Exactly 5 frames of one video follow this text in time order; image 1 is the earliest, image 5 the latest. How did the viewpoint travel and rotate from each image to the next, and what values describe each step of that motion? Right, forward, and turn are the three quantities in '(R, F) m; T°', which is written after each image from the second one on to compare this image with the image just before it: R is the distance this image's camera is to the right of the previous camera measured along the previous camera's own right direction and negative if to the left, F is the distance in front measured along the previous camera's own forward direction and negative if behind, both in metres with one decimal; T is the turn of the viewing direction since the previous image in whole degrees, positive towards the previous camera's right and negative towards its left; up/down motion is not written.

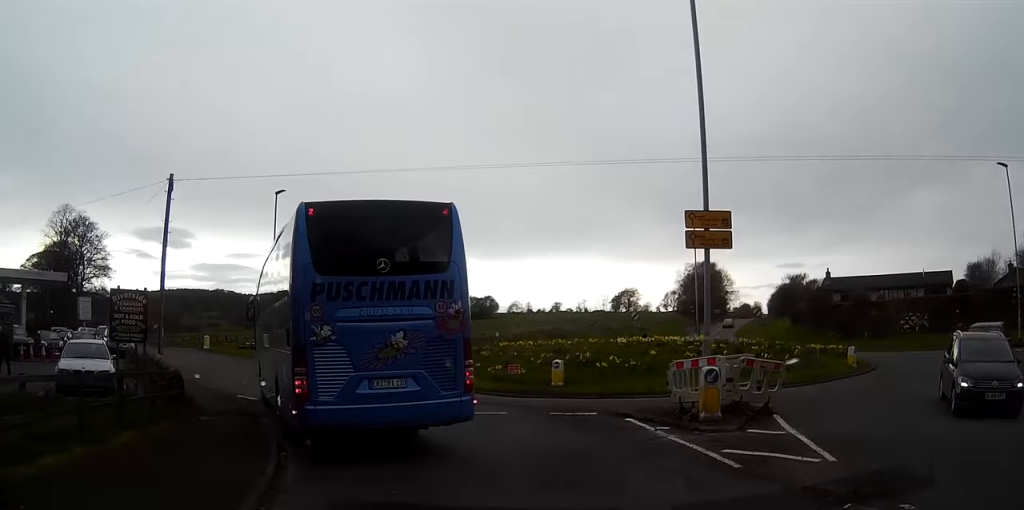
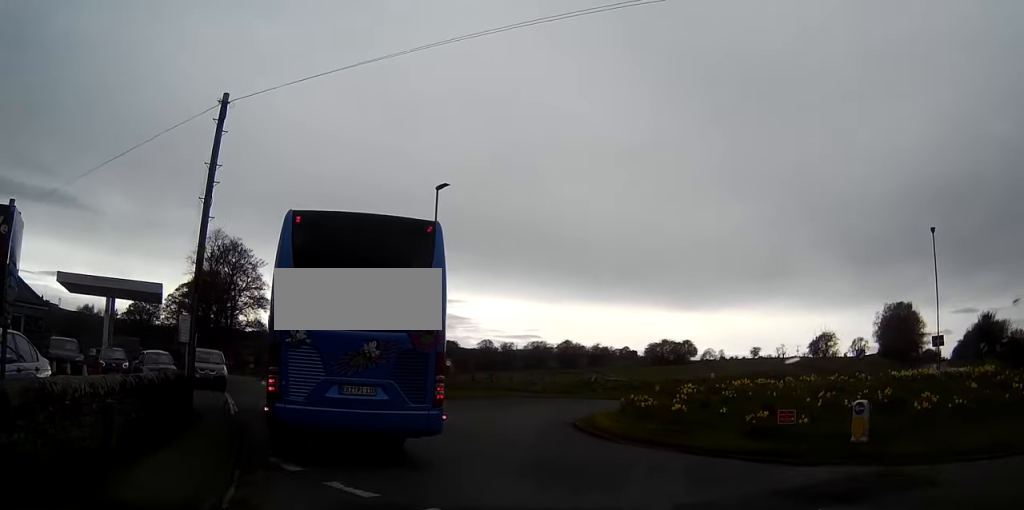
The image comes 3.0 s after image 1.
(-0.9, +12.0) m; -4°
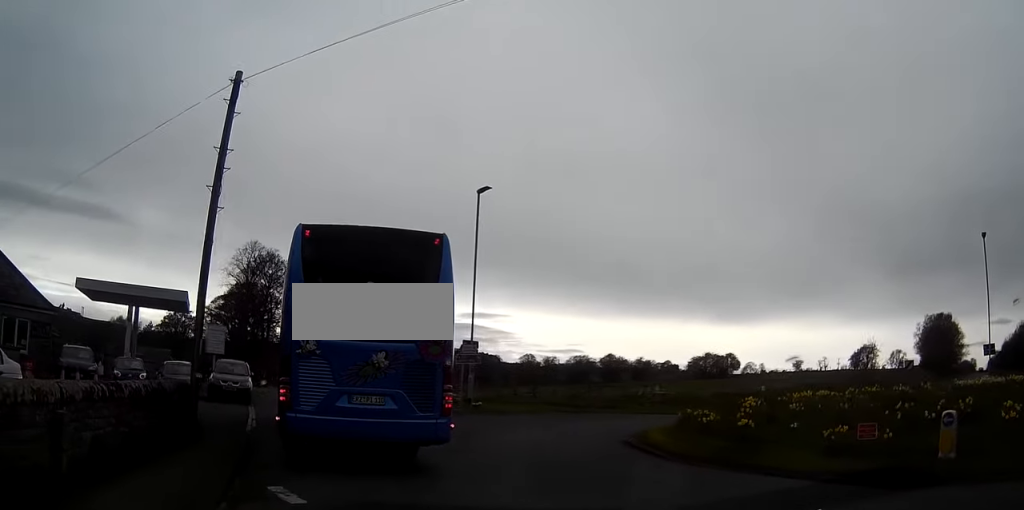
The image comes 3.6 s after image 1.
(0.0, +2.1) m; 0°
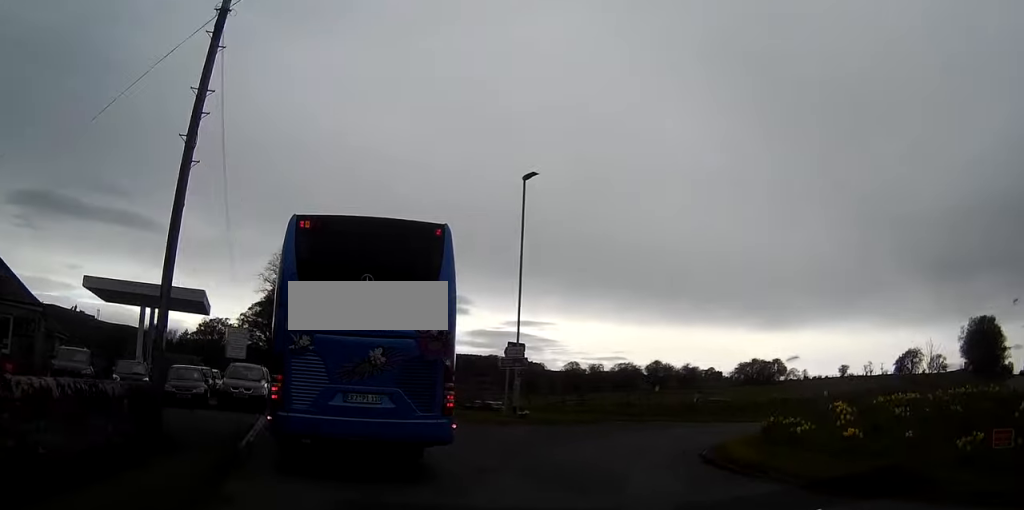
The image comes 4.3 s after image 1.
(0.0, +3.3) m; 0°
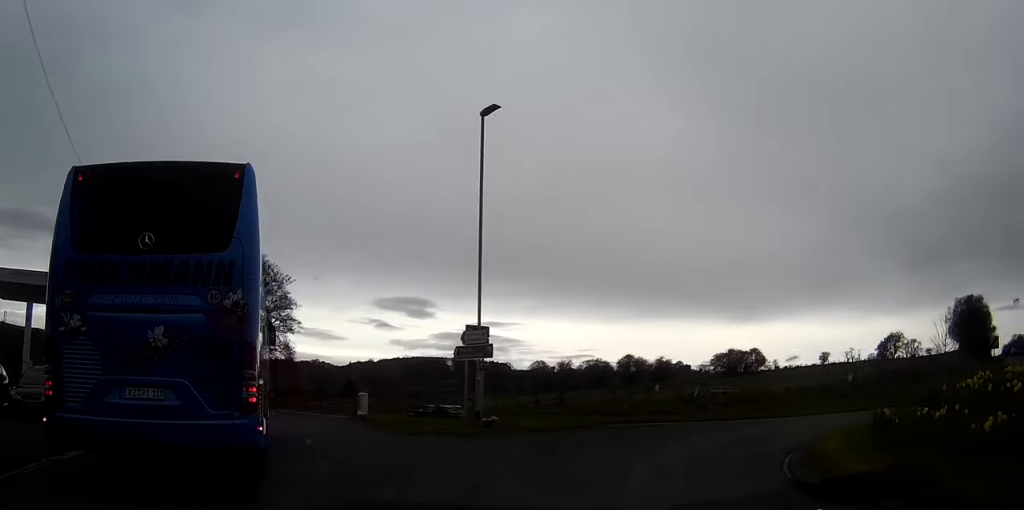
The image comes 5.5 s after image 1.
(0.0, +7.4) m; 0°
